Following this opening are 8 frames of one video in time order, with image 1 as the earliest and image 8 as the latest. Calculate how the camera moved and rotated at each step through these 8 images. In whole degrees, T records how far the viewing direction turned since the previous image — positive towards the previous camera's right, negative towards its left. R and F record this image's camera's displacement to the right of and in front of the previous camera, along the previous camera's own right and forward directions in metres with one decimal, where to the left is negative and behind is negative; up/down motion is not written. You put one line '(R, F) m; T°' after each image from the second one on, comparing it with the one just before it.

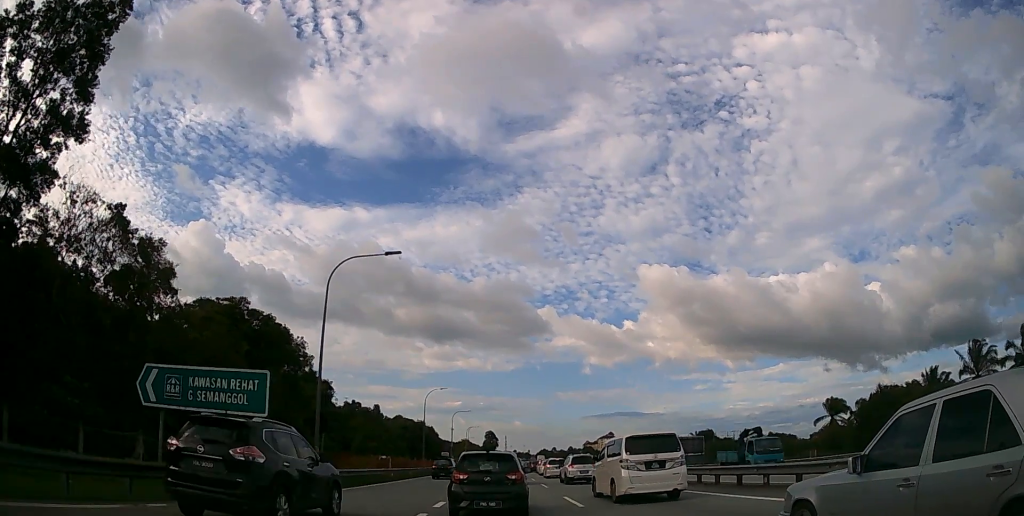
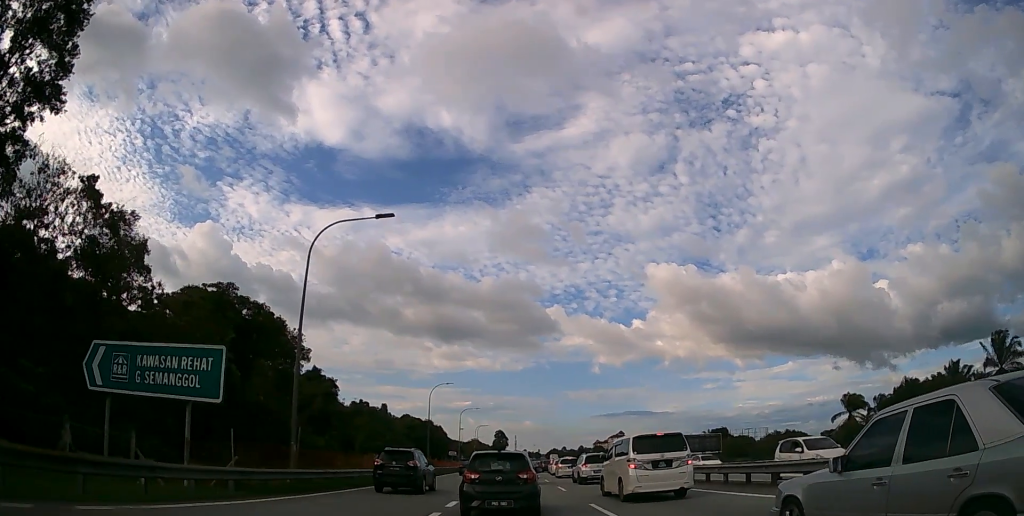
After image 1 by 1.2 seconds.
(0.0, +4.2) m; 0°
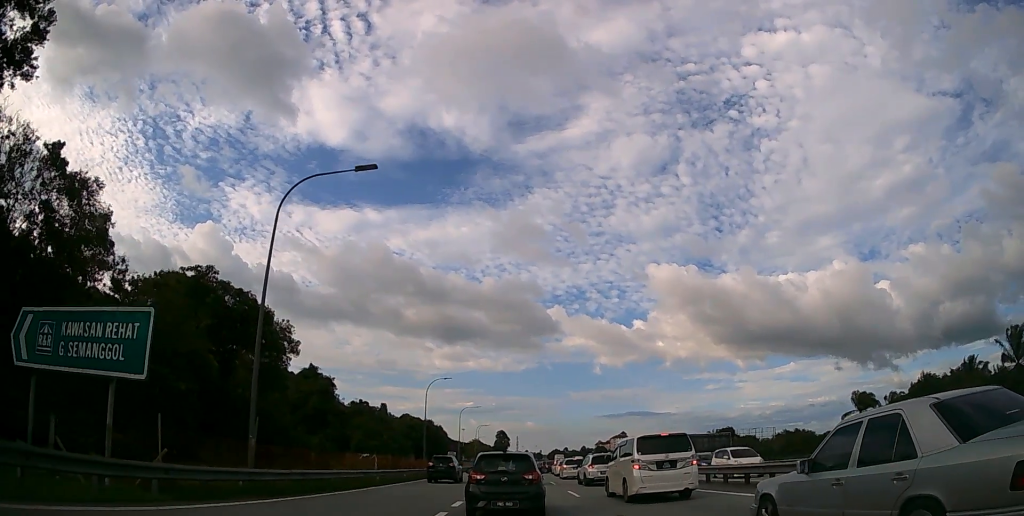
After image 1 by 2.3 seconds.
(0.0, +3.9) m; 0°
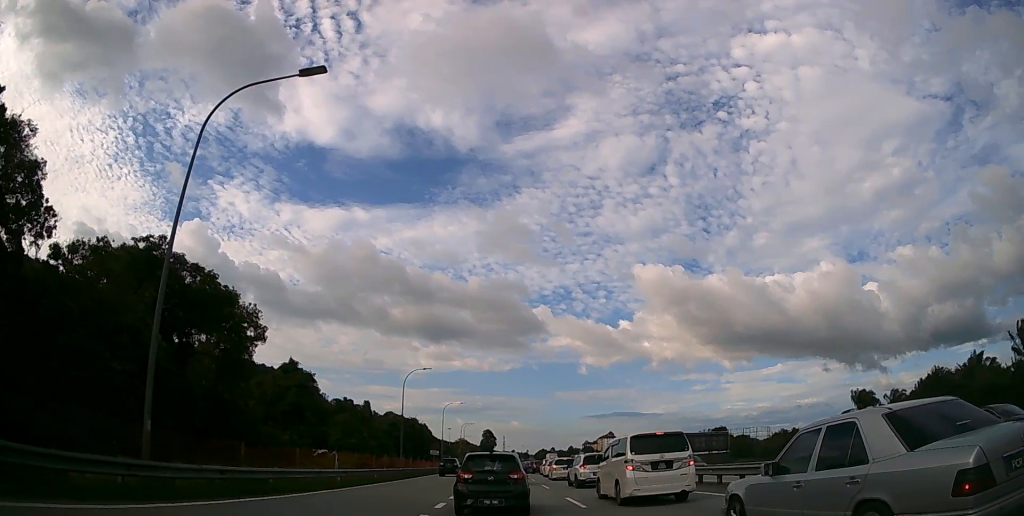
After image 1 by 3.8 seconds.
(0.0, +4.9) m; 0°
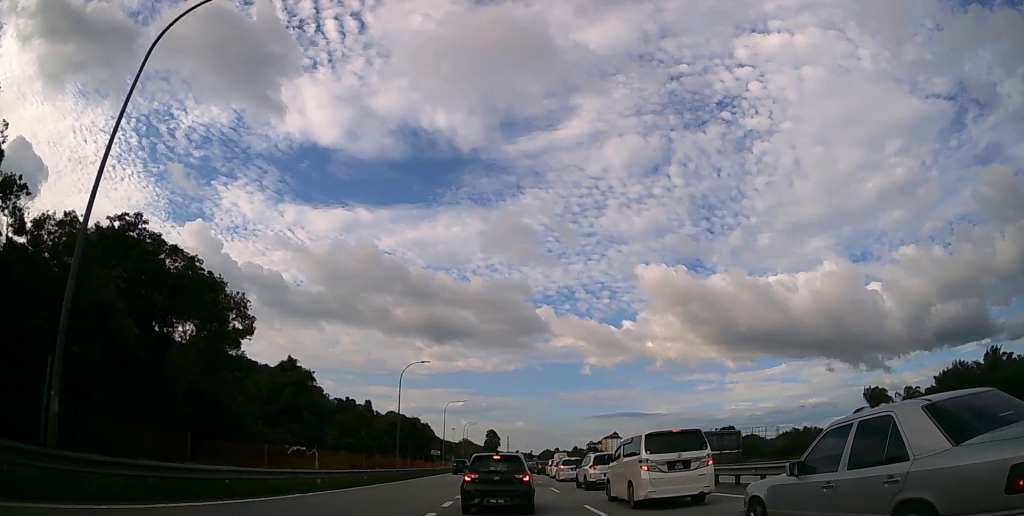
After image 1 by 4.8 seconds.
(0.0, +3.4) m; 0°
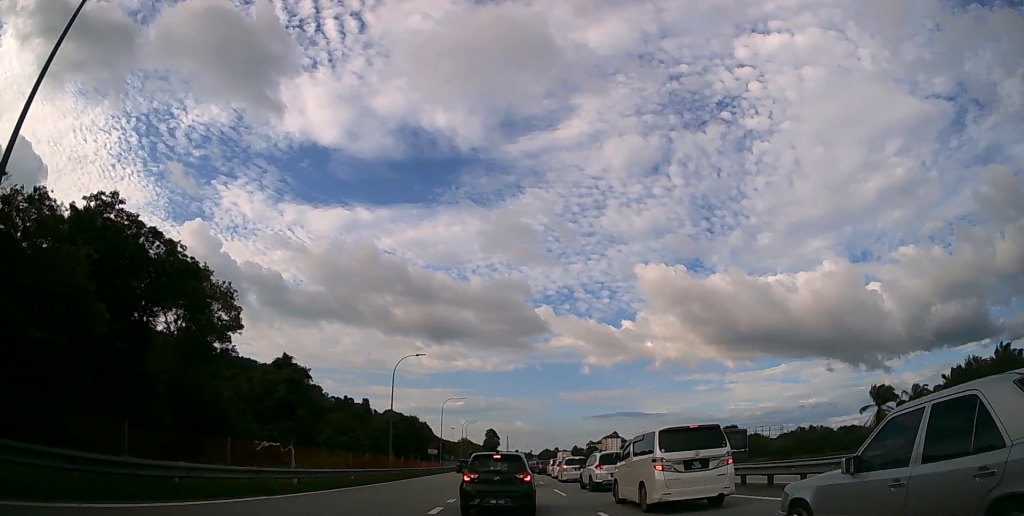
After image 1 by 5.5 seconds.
(0.0, +2.2) m; 0°
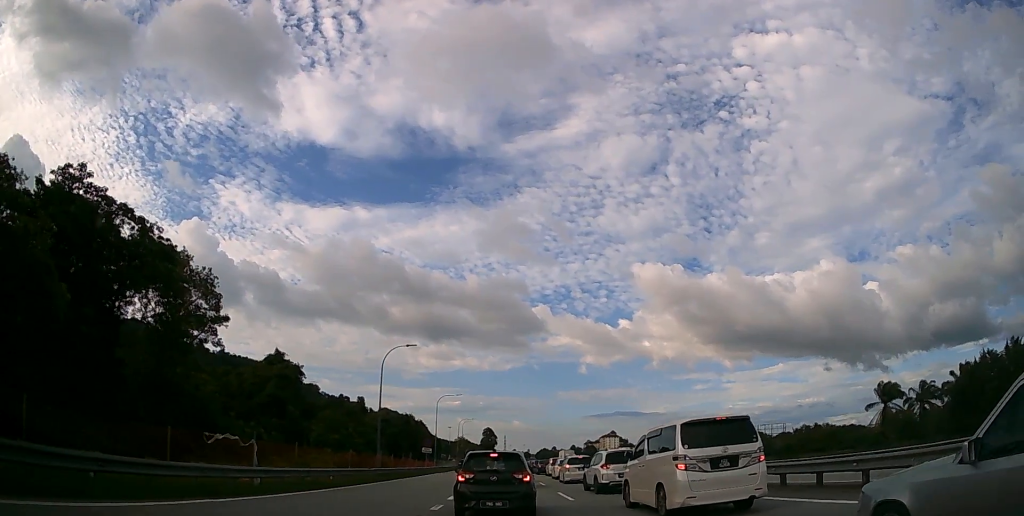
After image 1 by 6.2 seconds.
(0.0, +2.7) m; 0°
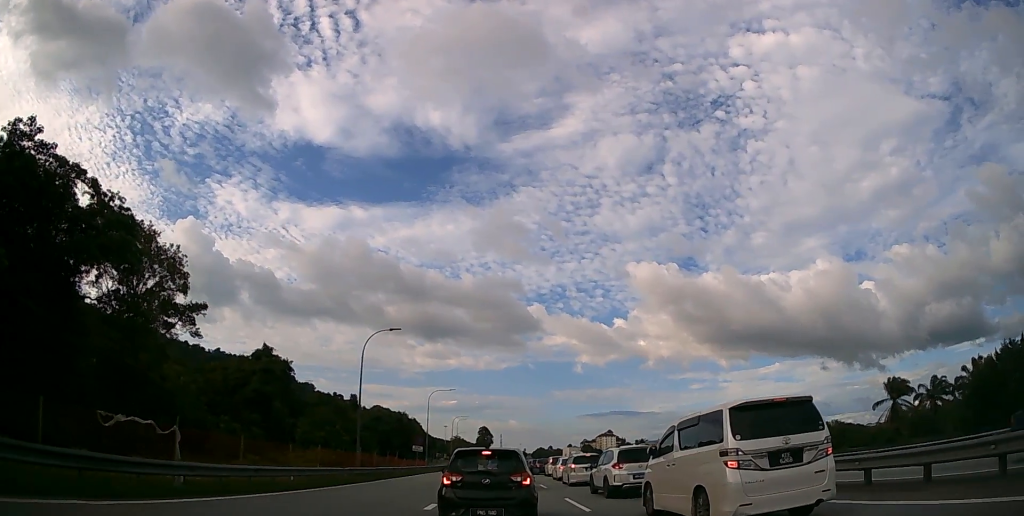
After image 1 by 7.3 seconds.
(0.0, +4.4) m; 0°
